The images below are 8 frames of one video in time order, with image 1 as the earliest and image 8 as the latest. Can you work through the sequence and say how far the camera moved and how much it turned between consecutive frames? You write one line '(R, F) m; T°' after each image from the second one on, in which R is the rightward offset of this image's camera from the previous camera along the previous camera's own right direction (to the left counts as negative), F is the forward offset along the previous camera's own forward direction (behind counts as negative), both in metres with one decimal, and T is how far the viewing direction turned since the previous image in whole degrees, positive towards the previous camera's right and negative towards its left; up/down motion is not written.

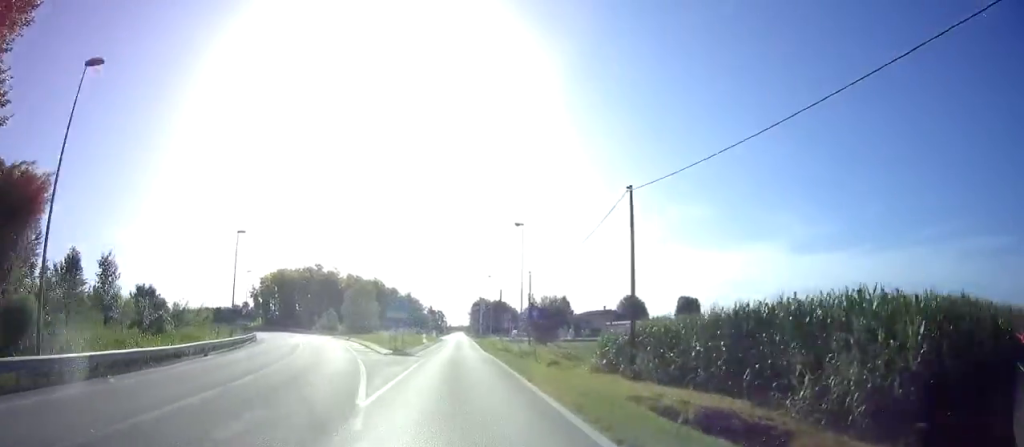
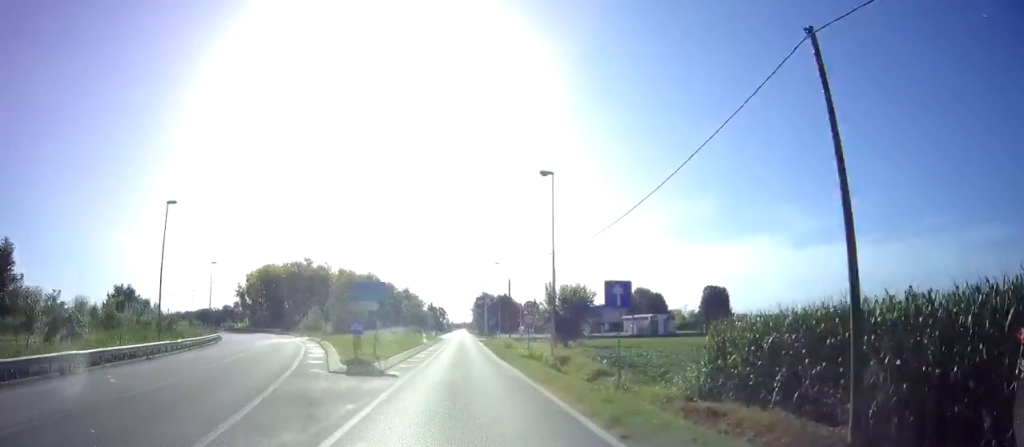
(0.0, +12.3) m; 0°
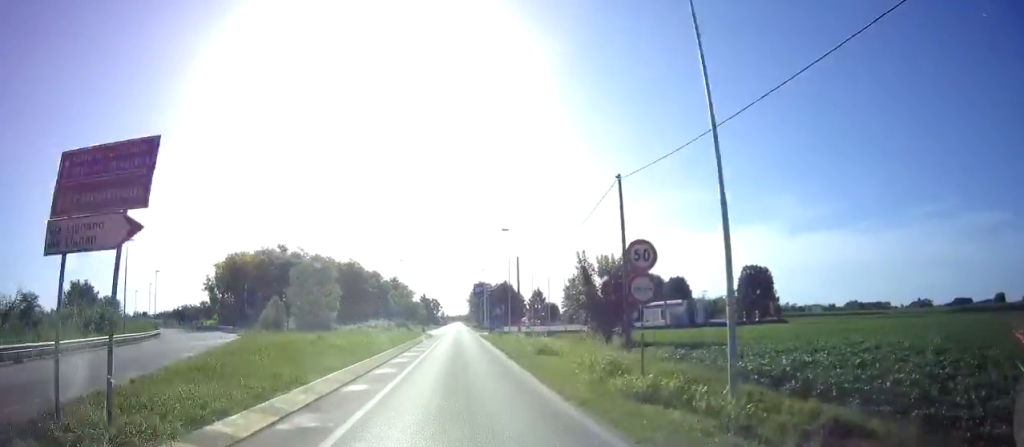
(0.0, +16.6) m; 0°
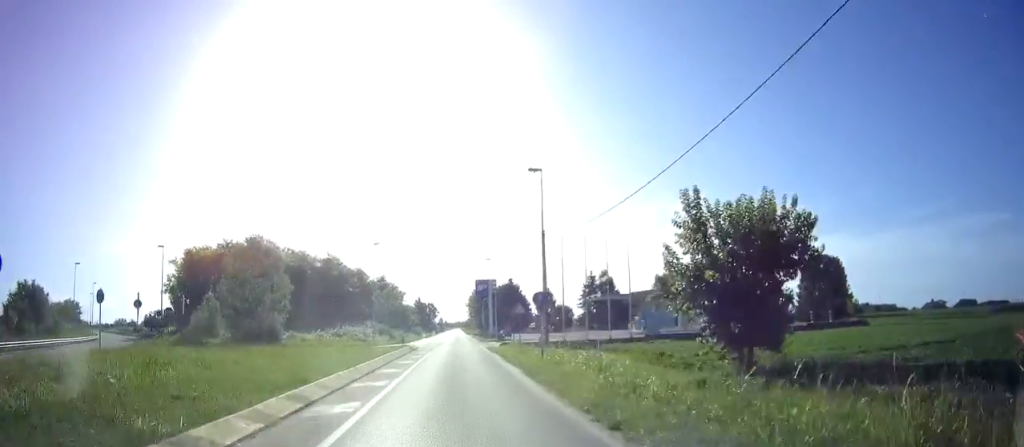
(-0.1, +18.3) m; +1°
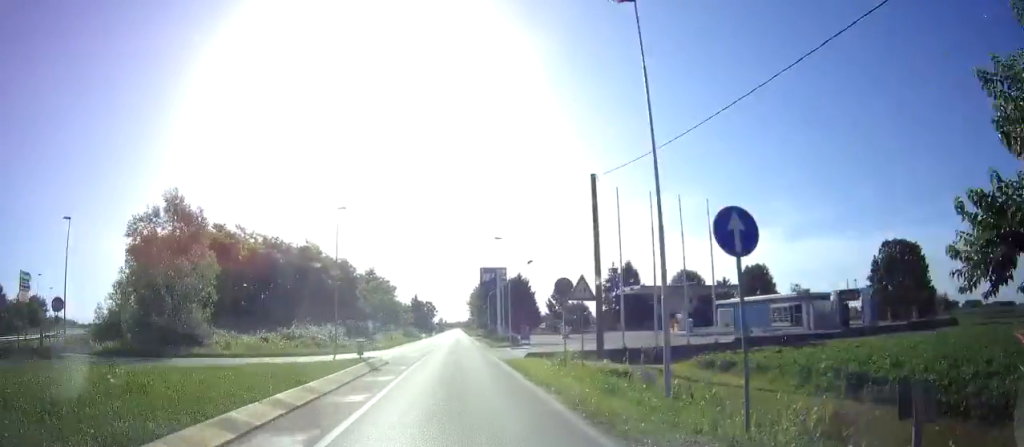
(+0.1, +14.6) m; +1°
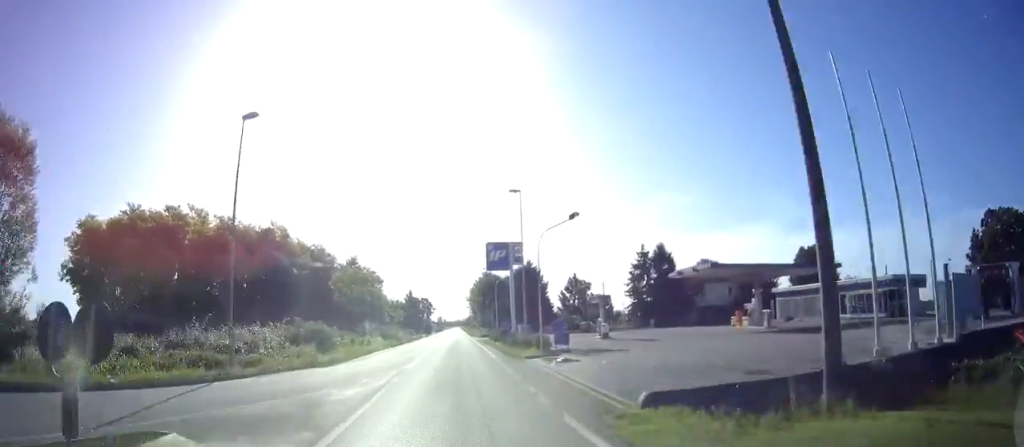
(+0.2, +16.2) m; 0°
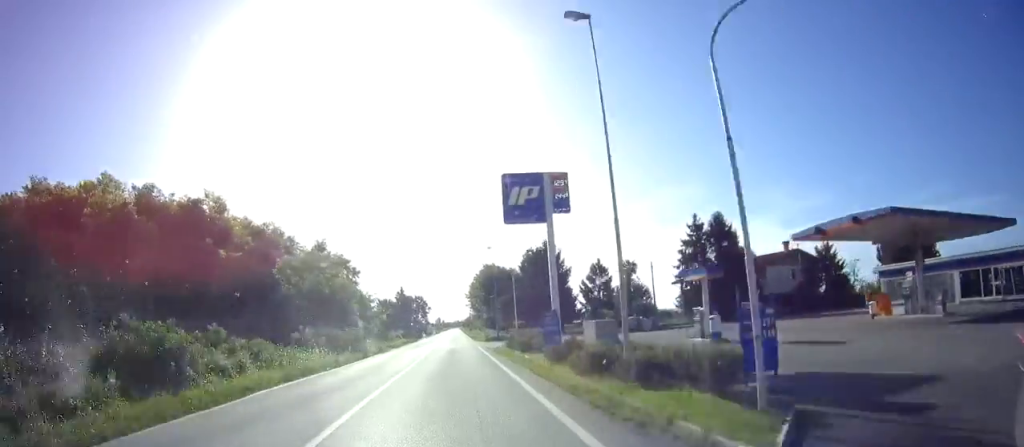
(-0.3, +18.6) m; 0°
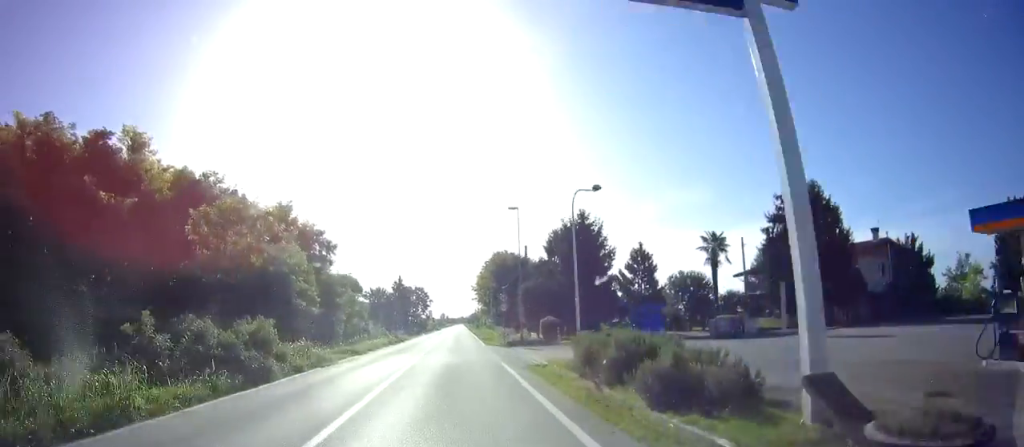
(+0.3, +16.3) m; 0°
